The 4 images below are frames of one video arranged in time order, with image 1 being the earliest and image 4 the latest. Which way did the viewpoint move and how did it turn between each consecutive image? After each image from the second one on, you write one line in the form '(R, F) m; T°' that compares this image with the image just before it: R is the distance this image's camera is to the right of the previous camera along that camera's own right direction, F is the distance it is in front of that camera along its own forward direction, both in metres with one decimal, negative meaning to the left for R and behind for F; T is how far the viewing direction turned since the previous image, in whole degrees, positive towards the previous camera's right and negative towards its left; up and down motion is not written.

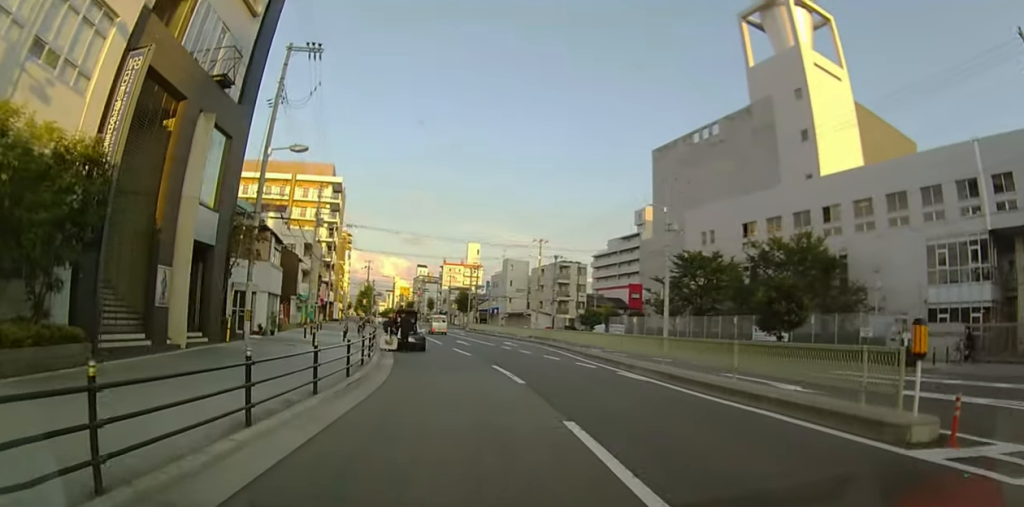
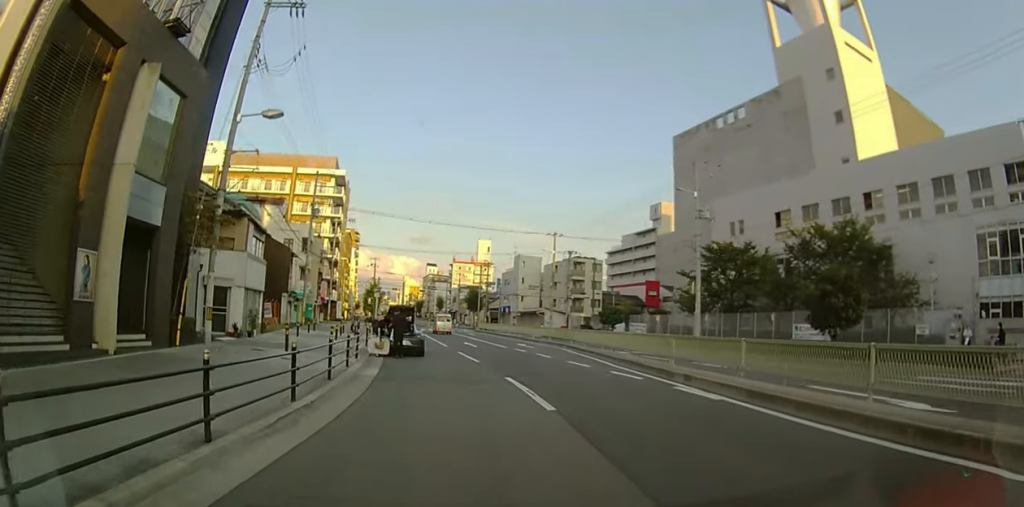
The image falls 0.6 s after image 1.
(0.0, +4.1) m; 0°
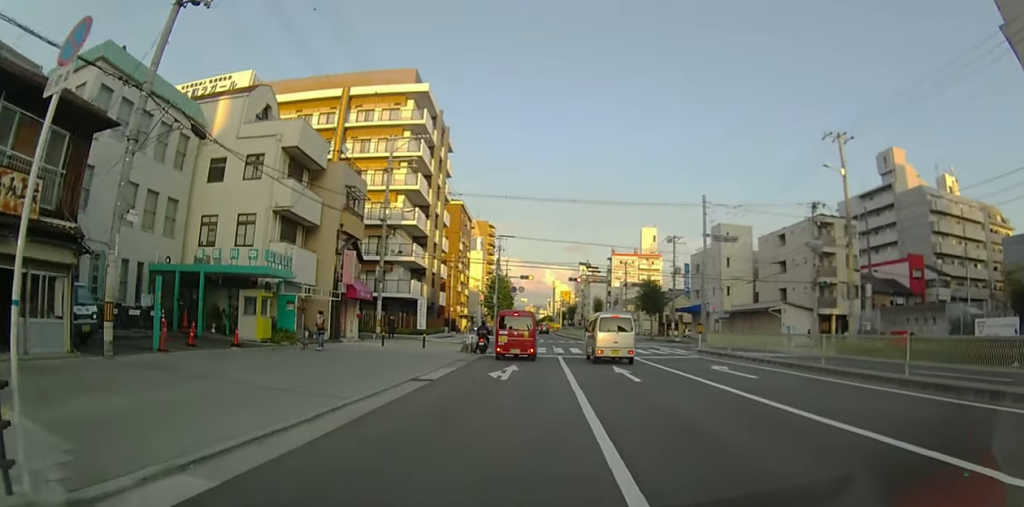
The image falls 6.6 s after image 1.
(-6.8, +34.5) m; -20°
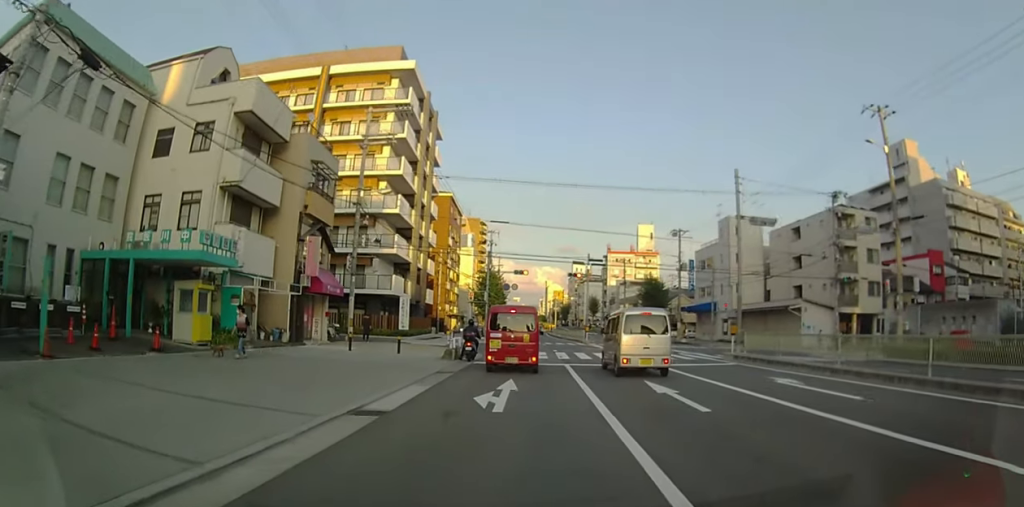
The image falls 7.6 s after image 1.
(0.0, +4.6) m; 0°
